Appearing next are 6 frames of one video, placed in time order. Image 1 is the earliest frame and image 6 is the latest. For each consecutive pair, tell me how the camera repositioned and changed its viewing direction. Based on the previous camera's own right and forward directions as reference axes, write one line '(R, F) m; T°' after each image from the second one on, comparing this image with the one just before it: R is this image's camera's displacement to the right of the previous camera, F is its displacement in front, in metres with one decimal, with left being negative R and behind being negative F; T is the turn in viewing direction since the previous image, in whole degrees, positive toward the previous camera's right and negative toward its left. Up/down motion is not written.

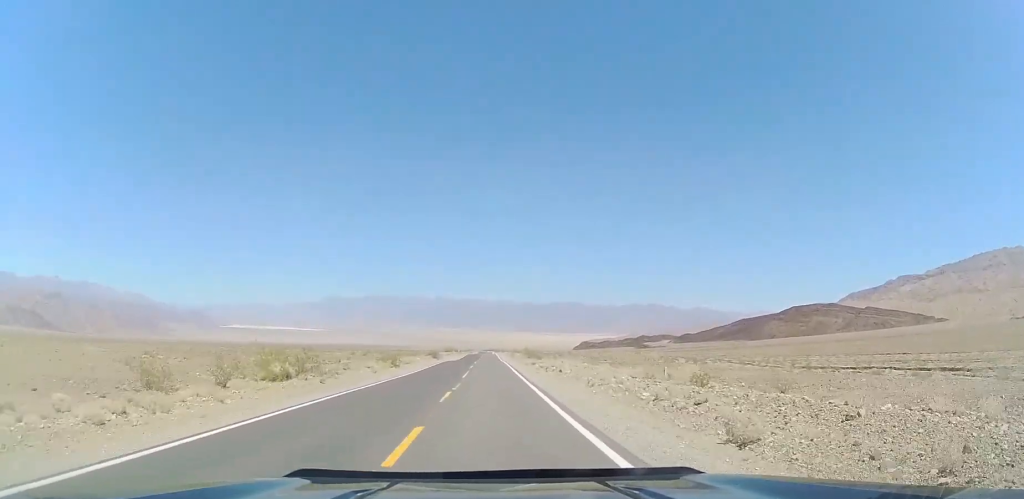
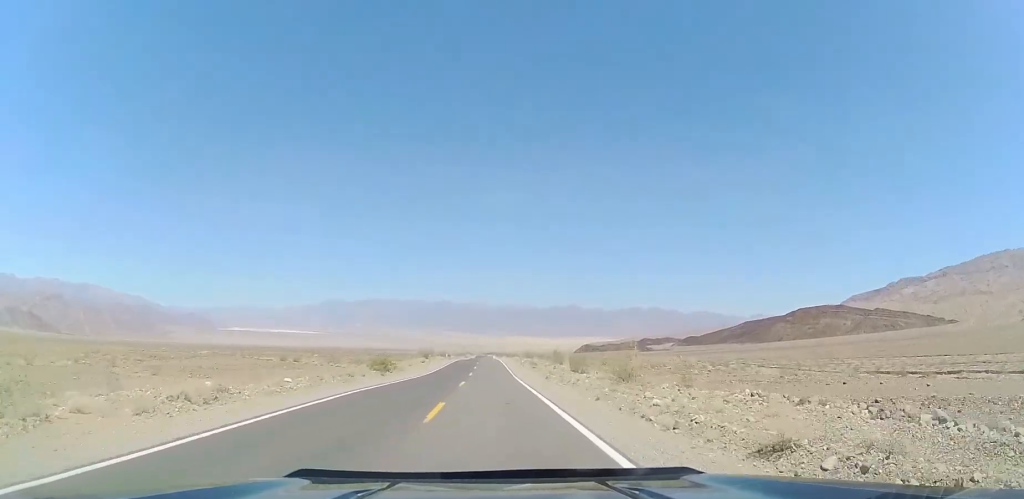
(-0.1, +46.6) m; -1°
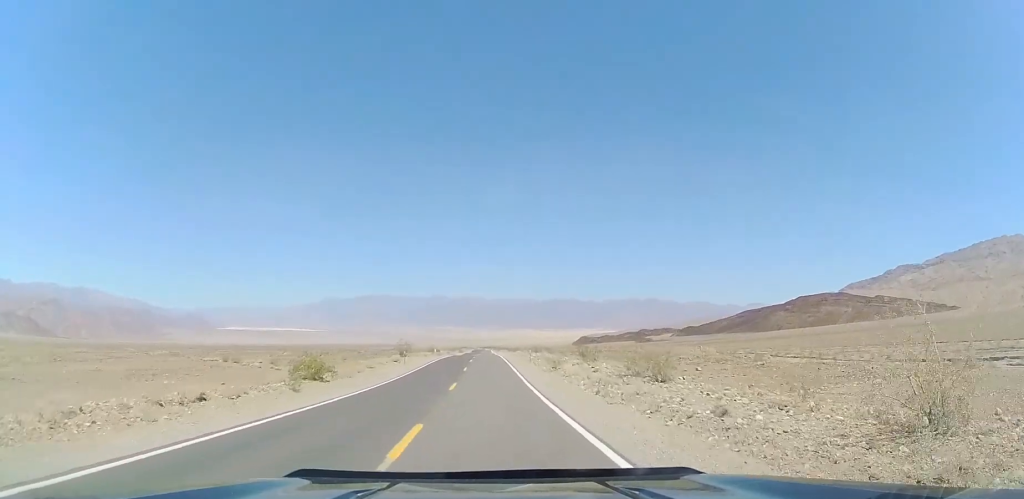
(+0.2, +19.7) m; 0°
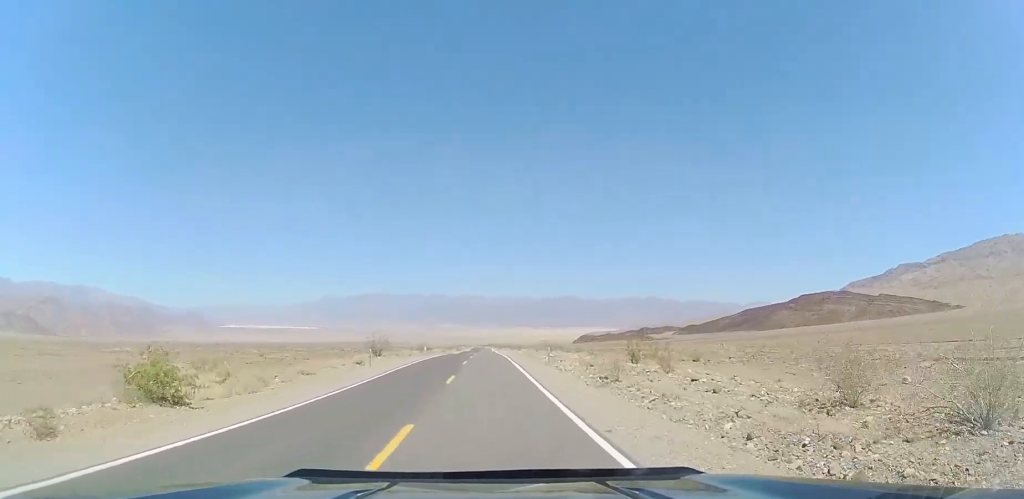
(+0.1, +15.7) m; 0°
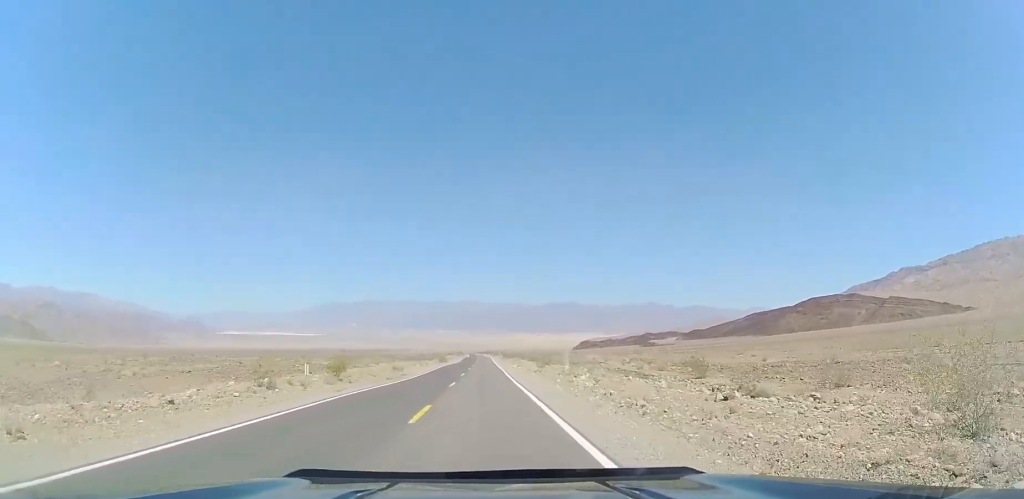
(-0.2, +53.2) m; -1°
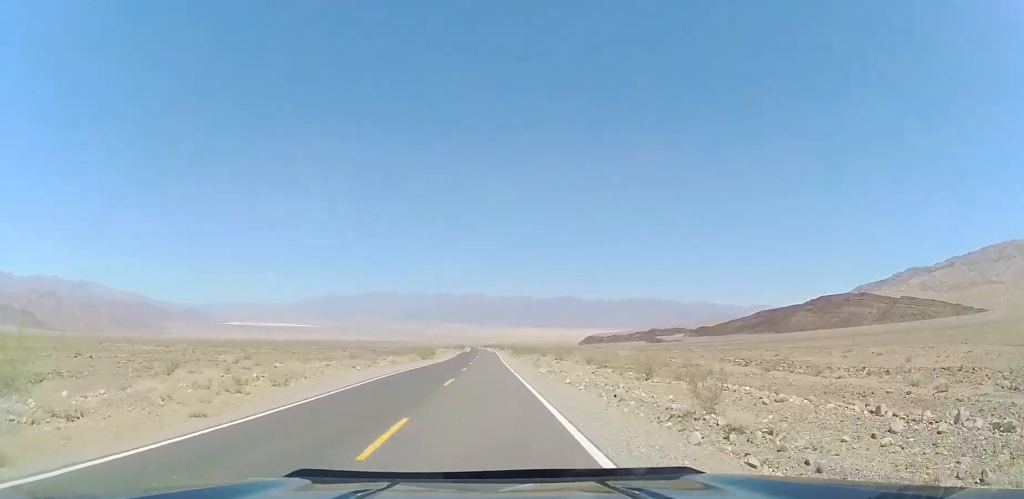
(-0.1, +34.4) m; +1°
